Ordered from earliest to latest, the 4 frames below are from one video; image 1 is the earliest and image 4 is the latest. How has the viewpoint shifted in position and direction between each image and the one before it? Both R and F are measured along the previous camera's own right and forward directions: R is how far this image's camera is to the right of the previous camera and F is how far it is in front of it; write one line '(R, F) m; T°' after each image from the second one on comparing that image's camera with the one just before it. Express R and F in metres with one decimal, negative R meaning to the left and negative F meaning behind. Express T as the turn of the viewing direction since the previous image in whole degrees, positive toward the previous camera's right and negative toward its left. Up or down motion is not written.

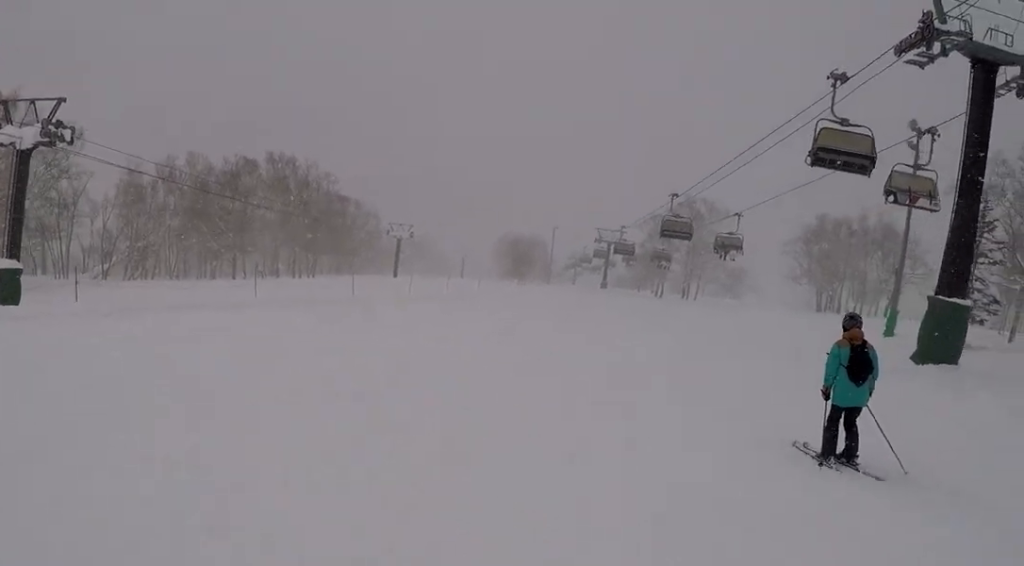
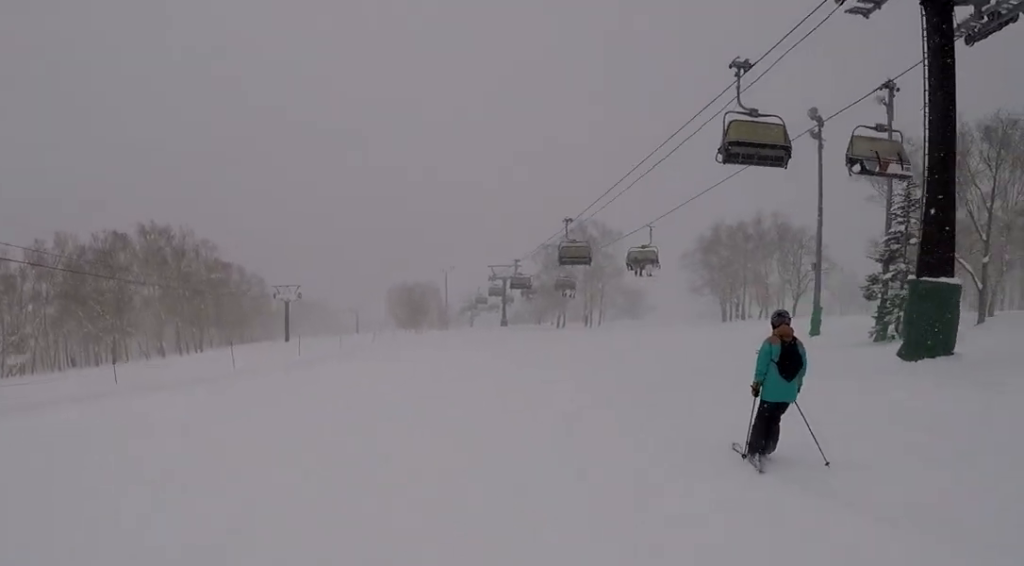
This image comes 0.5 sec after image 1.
(-0.5, +3.7) m; 0°
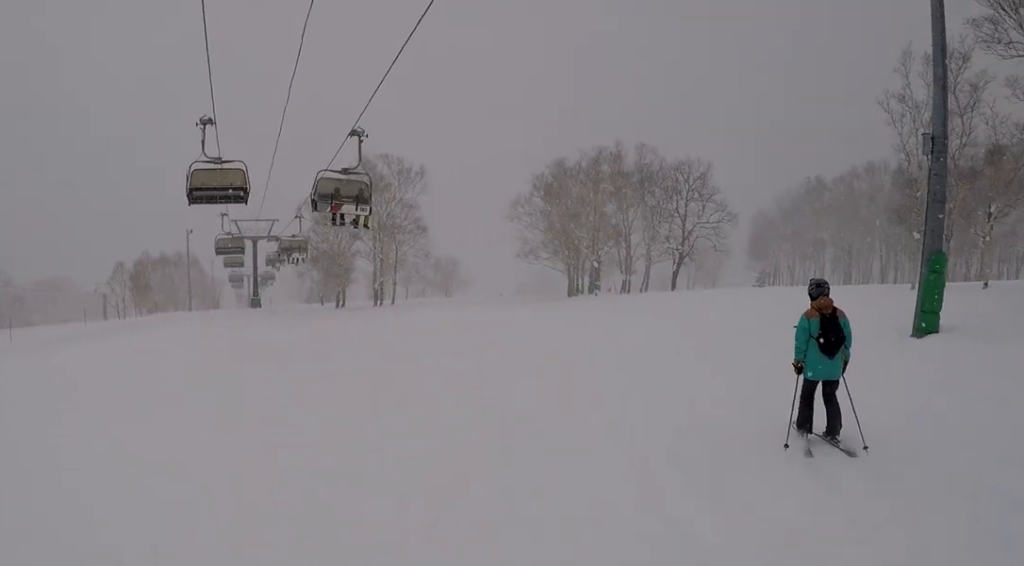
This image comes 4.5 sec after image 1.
(+9.5, +29.8) m; +20°
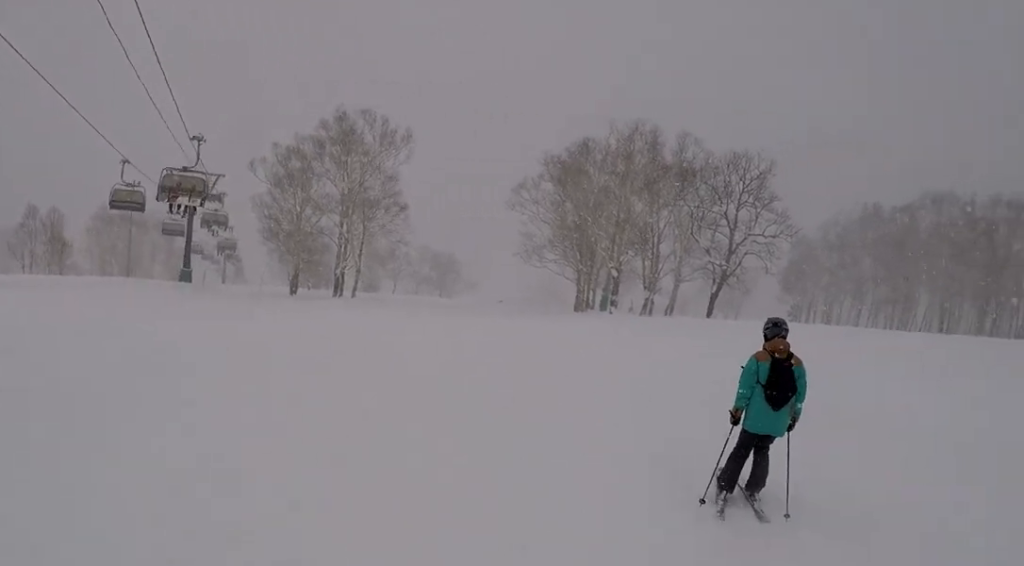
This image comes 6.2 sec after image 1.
(-0.4, +14.1) m; +4°
